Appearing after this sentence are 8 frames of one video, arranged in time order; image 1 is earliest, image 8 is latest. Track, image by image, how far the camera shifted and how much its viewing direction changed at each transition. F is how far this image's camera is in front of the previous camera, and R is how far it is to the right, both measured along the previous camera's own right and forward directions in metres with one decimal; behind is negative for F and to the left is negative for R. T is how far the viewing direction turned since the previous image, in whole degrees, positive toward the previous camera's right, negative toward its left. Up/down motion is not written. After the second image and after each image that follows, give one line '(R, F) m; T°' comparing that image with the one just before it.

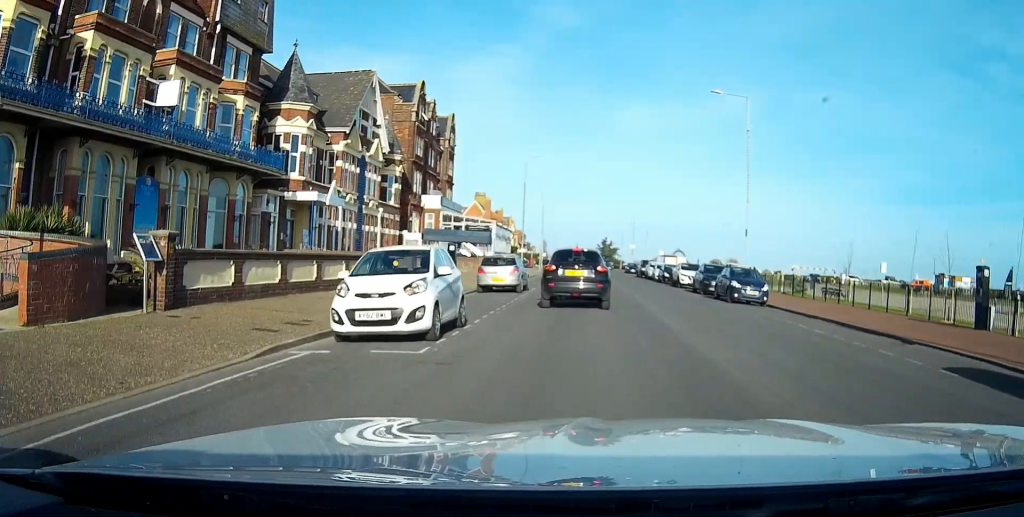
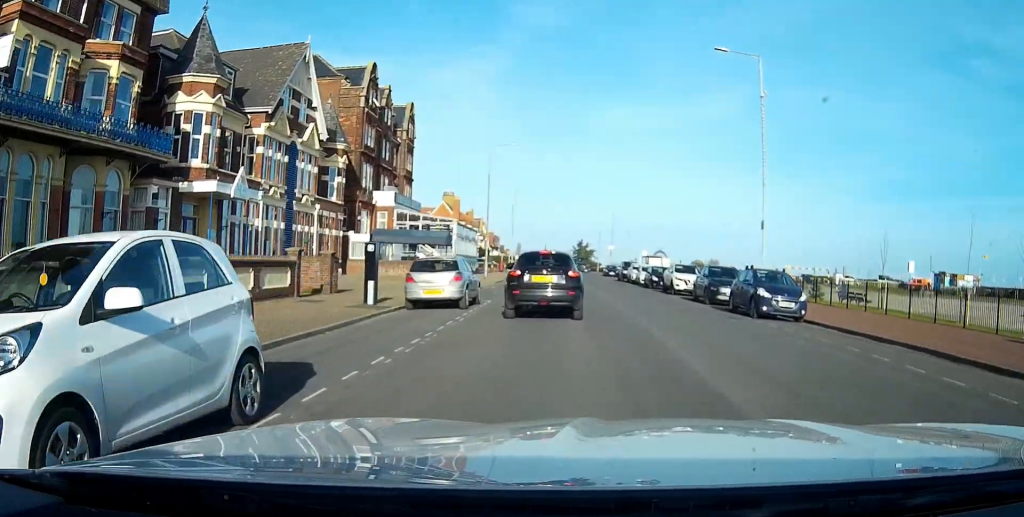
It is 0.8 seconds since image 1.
(+0.1, +8.2) m; +1°
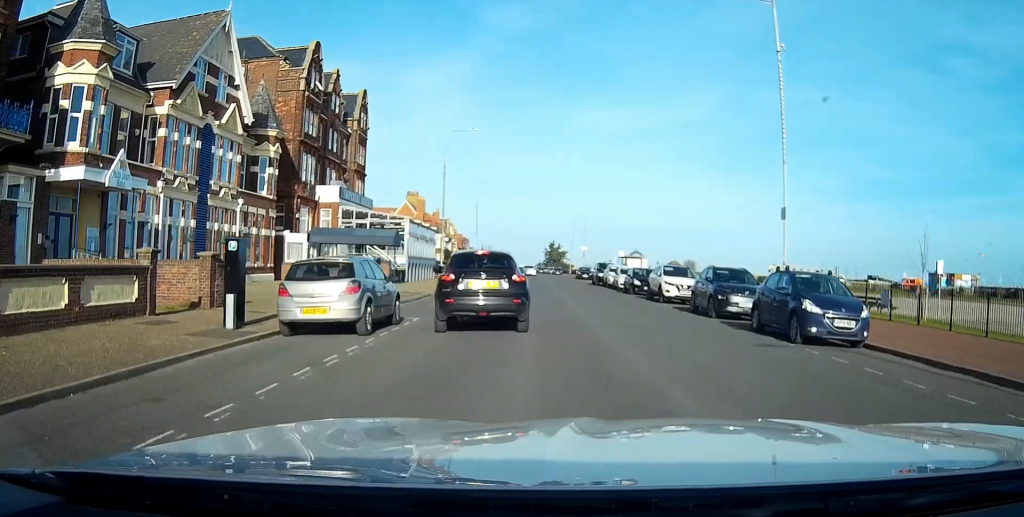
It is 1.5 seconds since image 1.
(+0.2, +7.1) m; 0°
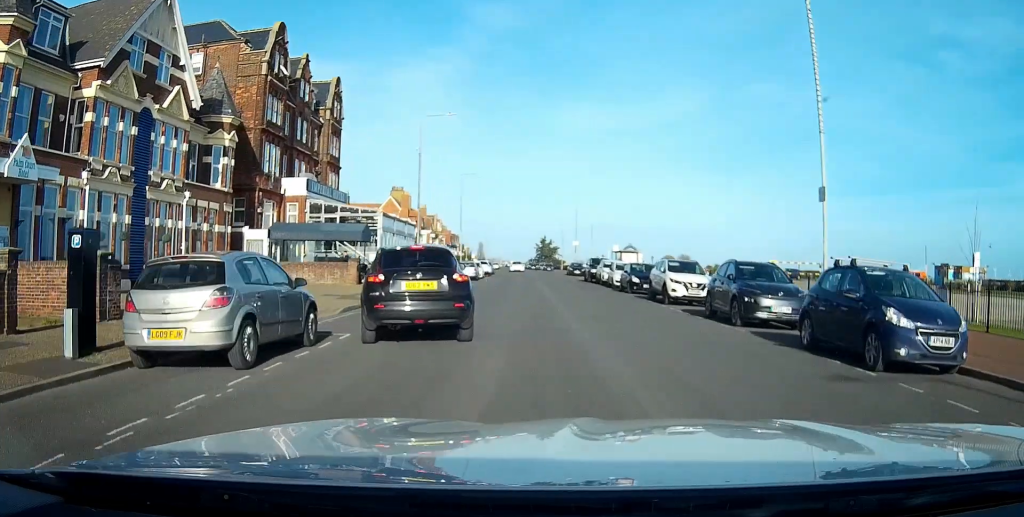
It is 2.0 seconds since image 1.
(-0.1, +4.8) m; -2°
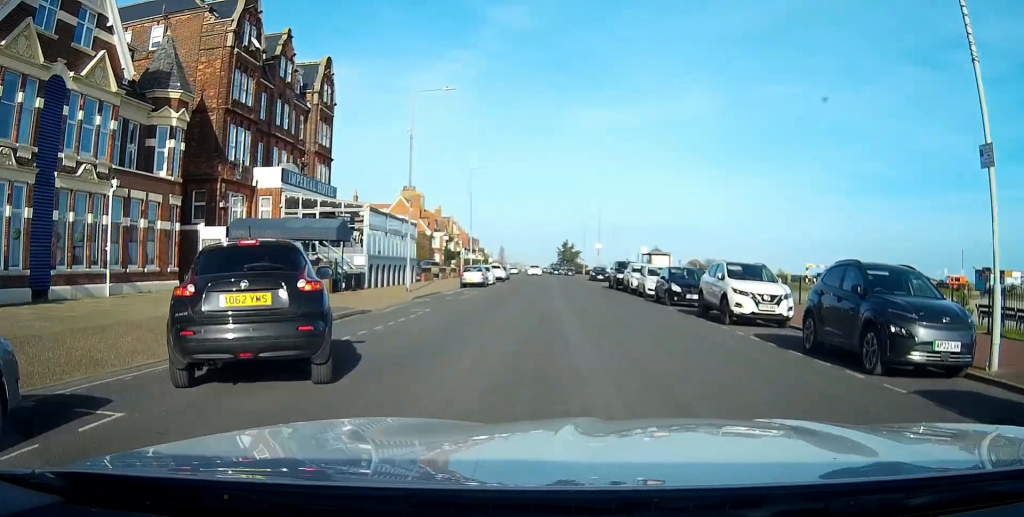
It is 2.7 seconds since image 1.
(-0.1, +7.6) m; -3°
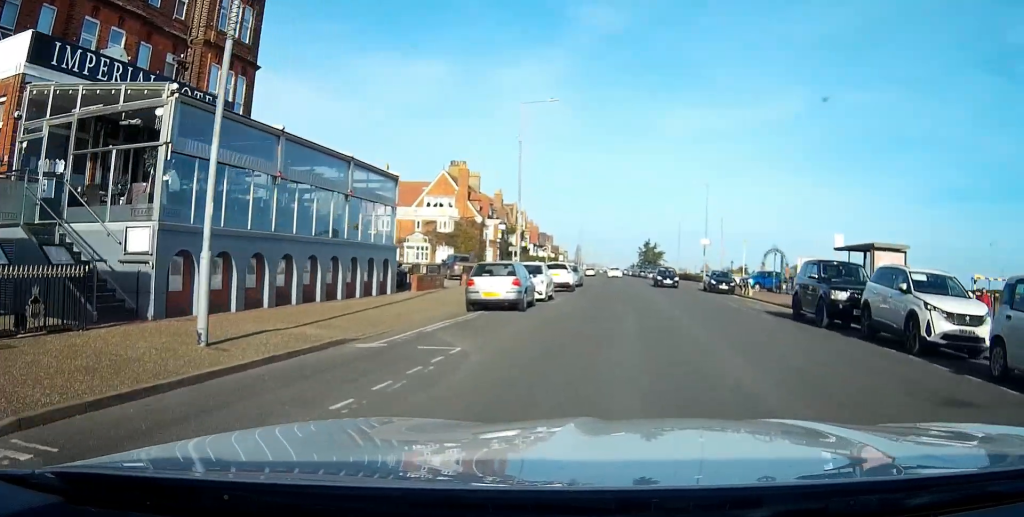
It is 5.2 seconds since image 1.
(-1.0, +27.4) m; -1°
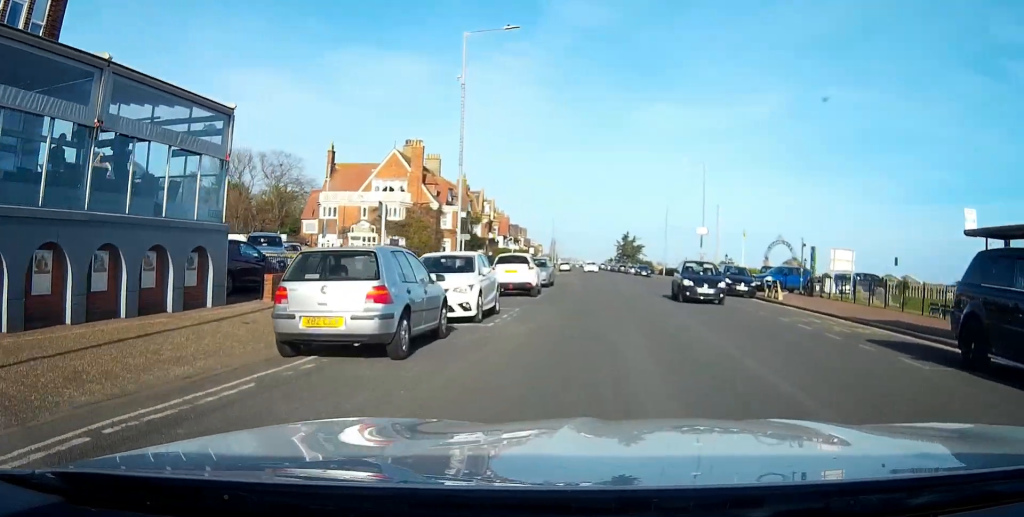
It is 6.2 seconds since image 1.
(+0.2, +12.1) m; +1°
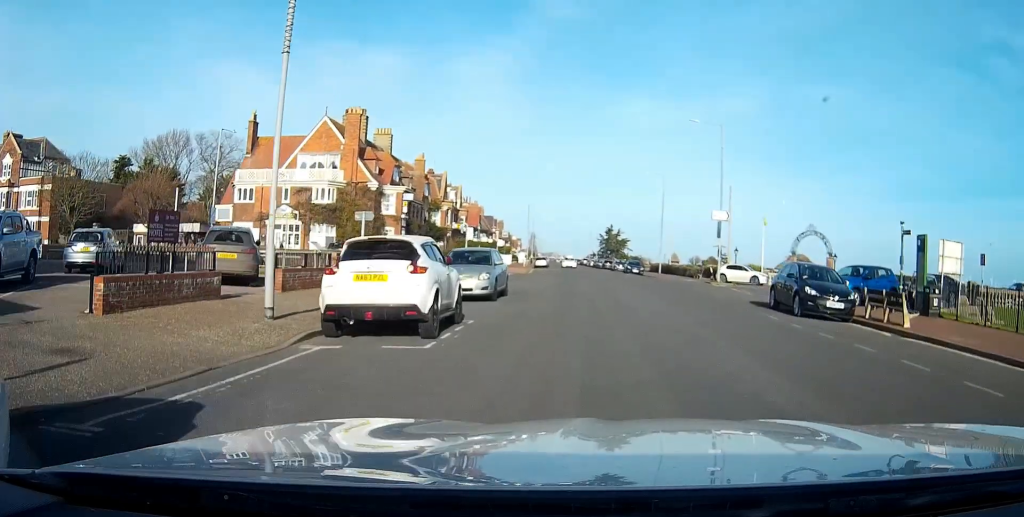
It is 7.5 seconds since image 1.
(+0.2, +15.8) m; +1°
